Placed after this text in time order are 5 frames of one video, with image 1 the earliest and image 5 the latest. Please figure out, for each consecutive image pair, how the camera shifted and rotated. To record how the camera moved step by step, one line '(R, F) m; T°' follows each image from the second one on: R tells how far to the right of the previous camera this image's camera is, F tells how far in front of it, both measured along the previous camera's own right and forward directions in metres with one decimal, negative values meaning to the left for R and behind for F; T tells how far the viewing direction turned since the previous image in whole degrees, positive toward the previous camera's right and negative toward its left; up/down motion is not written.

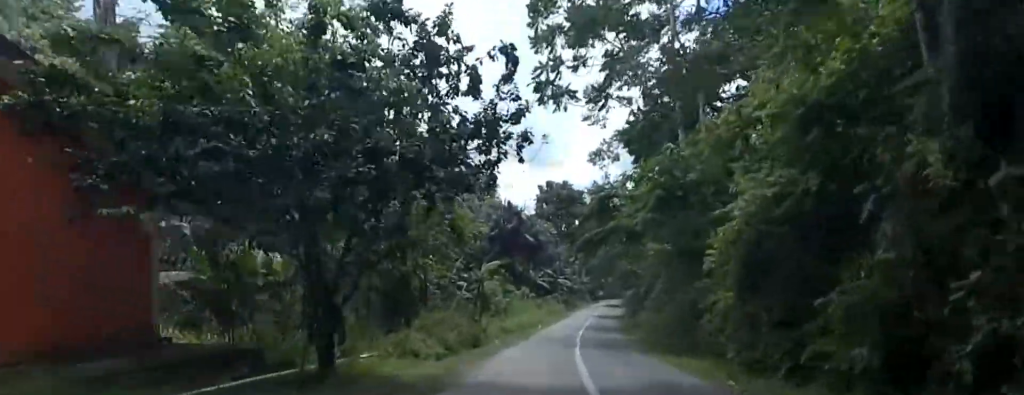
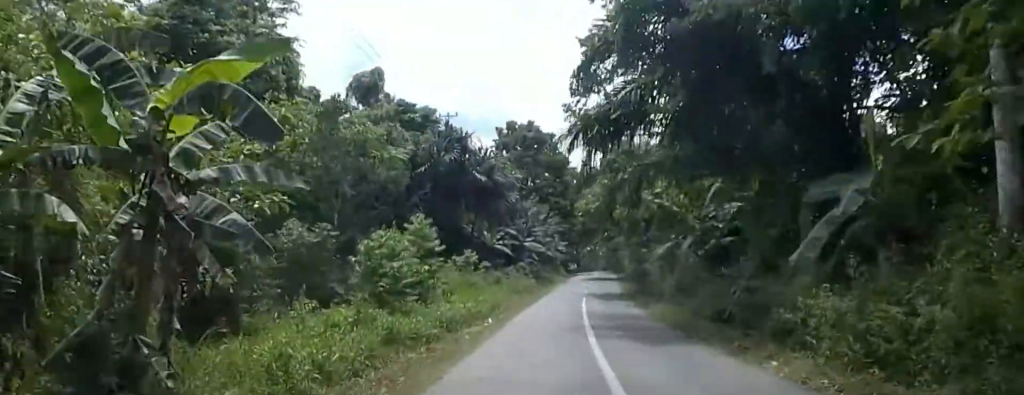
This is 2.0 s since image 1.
(0.0, +20.5) m; +1°
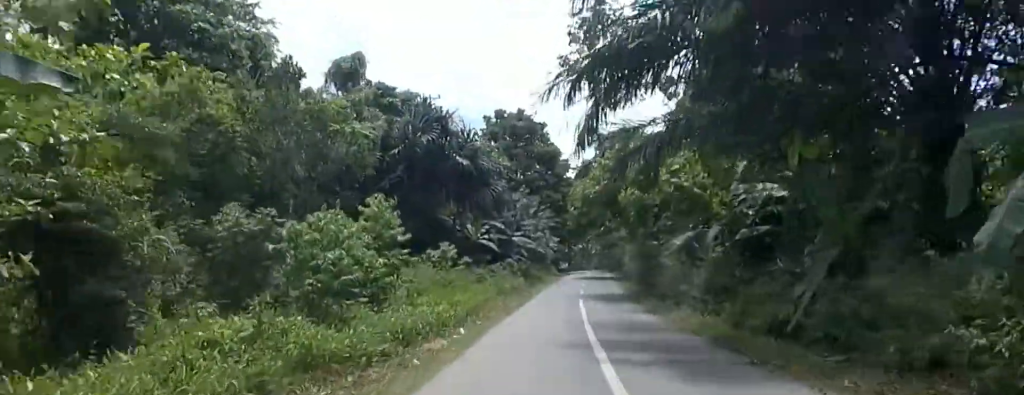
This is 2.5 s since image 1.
(+0.1, +4.6) m; +1°
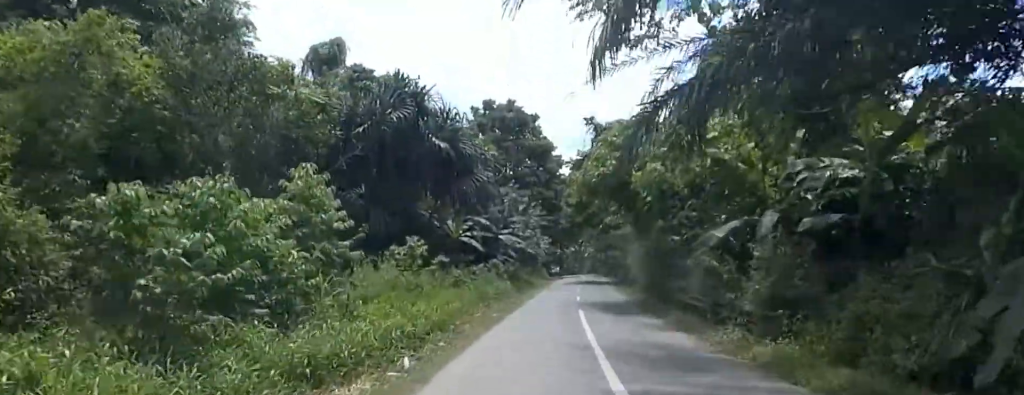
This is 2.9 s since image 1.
(0.0, +5.0) m; +1°
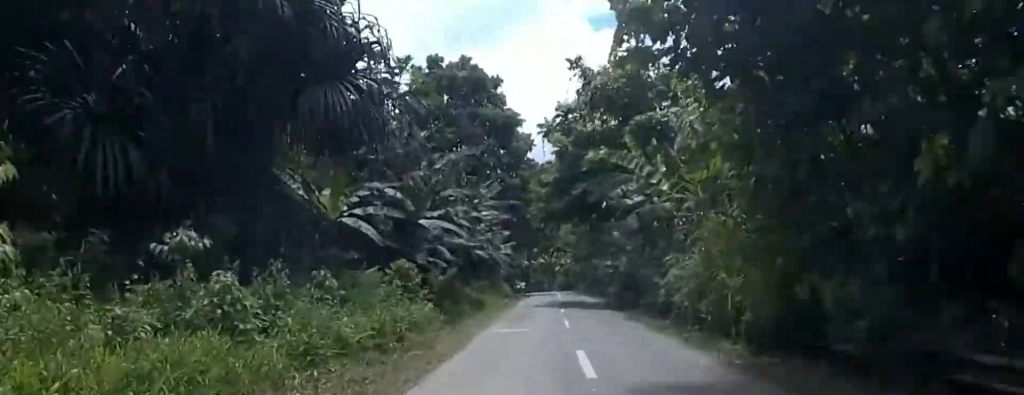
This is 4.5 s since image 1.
(0.0, +16.8) m; 0°
